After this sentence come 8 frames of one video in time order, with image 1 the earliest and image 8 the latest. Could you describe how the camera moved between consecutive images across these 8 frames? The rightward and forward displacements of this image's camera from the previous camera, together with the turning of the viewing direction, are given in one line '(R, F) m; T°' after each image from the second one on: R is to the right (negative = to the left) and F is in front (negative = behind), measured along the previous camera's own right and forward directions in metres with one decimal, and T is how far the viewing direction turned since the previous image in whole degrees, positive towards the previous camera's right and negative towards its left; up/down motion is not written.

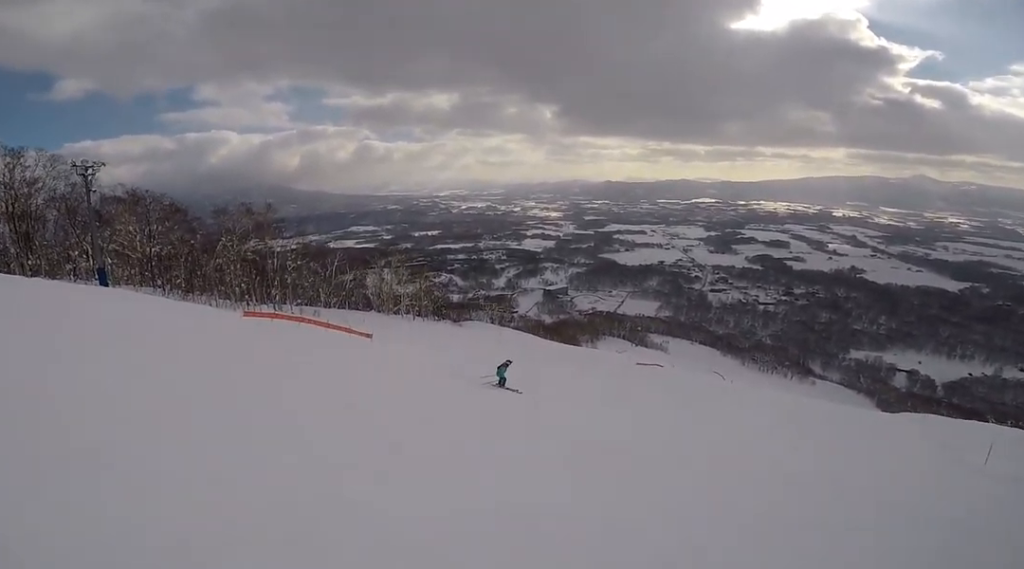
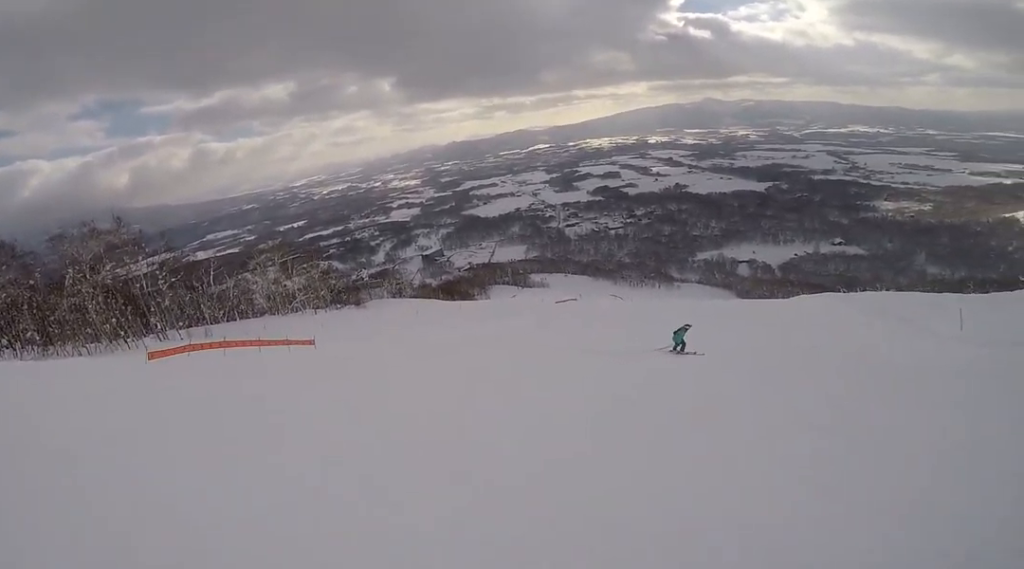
(-0.3, +5.9) m; +14°
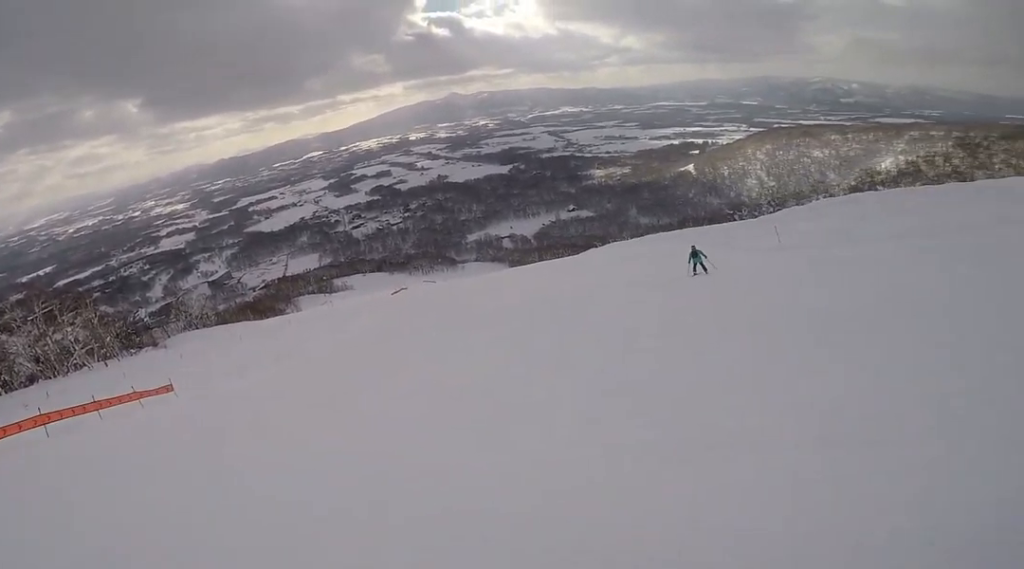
(+2.0, +6.0) m; +37°
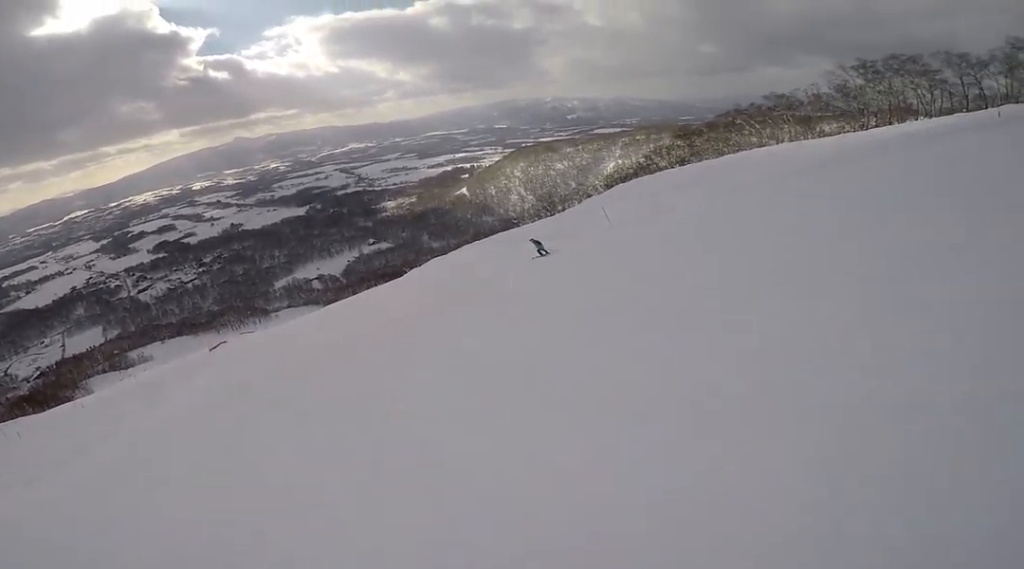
(+1.0, +4.4) m; +26°
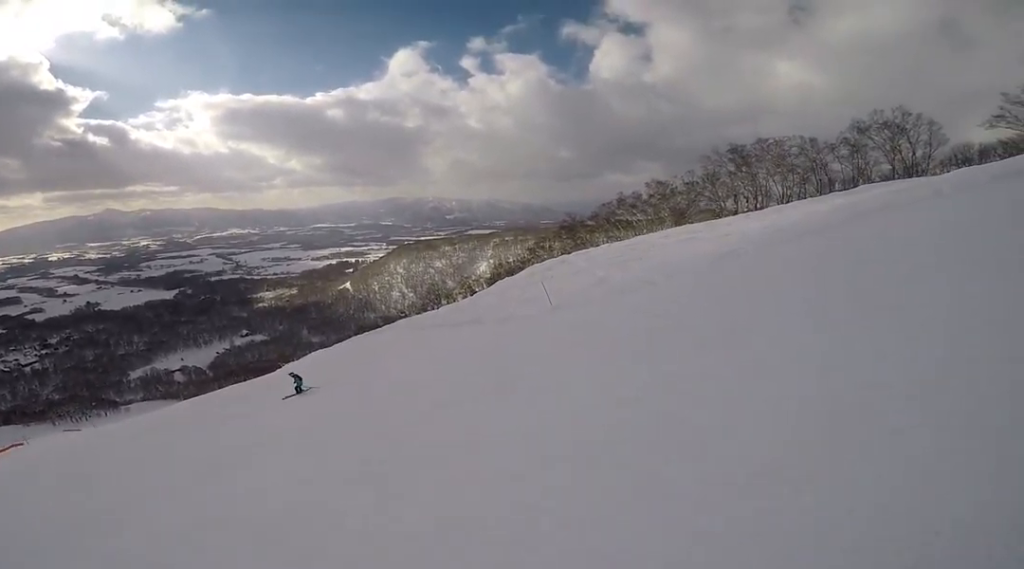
(+2.9, +7.5) m; +38°
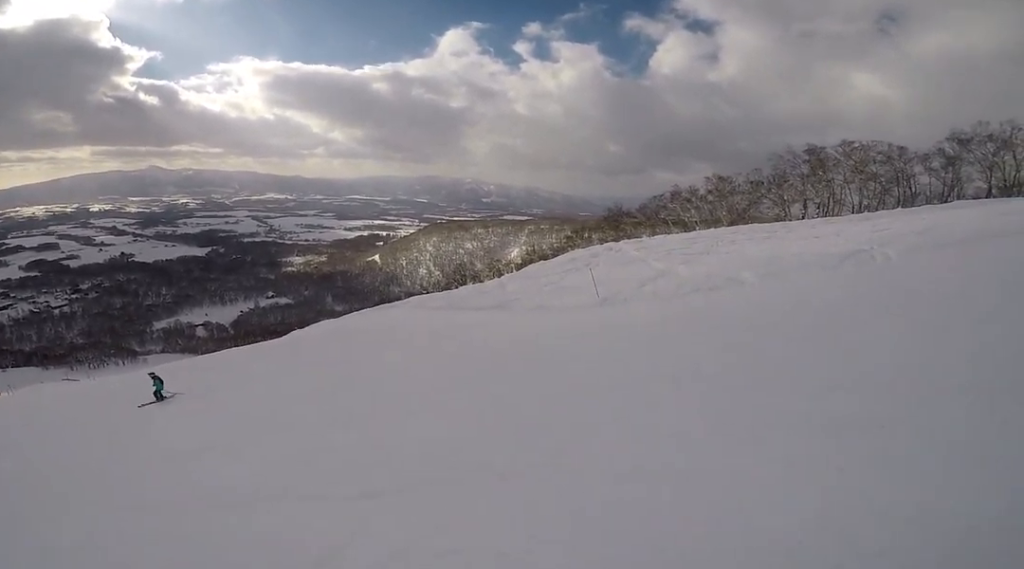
(+0.7, +4.4) m; +8°
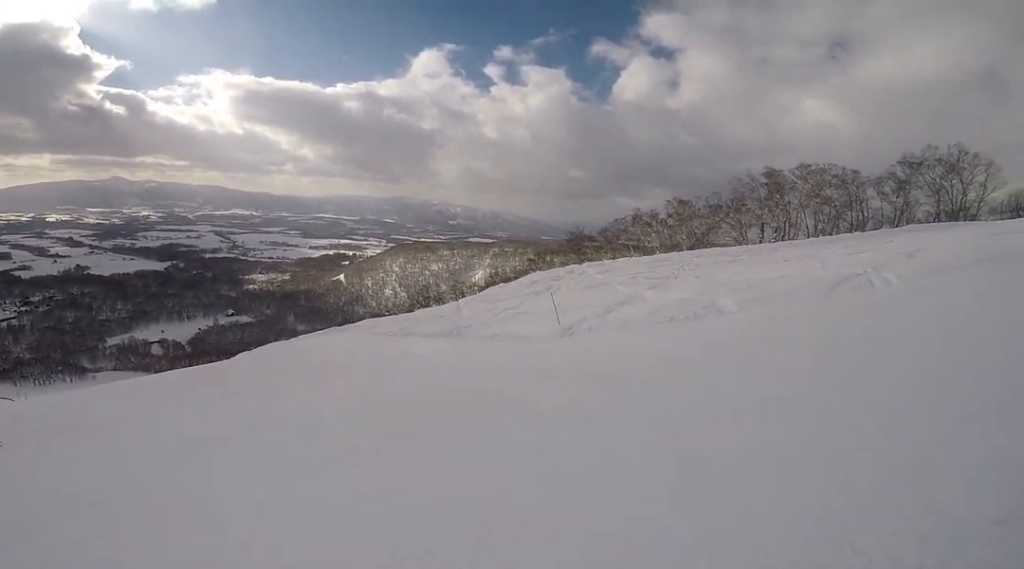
(+0.3, +2.6) m; +3°
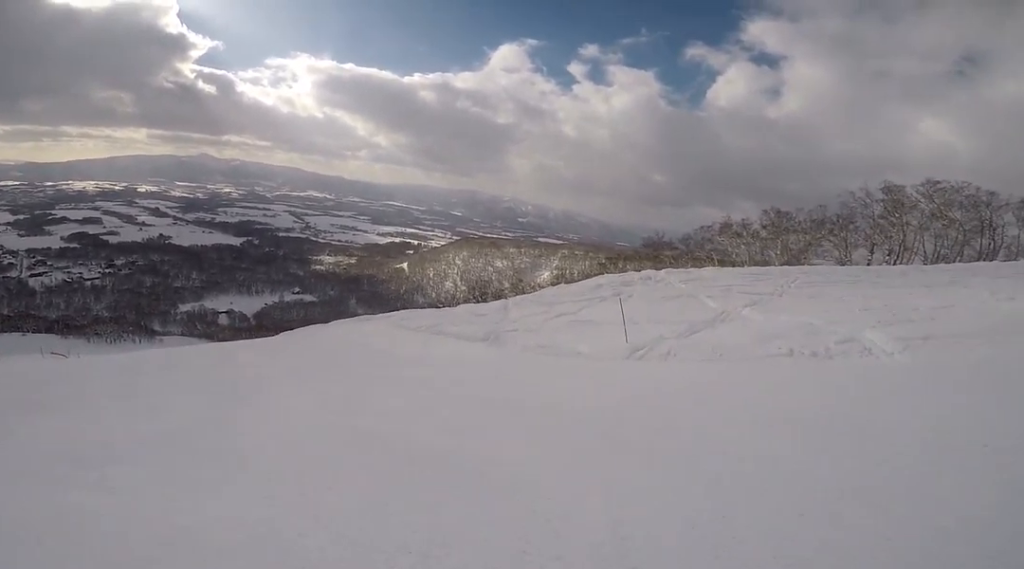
(-0.2, +3.5) m; -18°
